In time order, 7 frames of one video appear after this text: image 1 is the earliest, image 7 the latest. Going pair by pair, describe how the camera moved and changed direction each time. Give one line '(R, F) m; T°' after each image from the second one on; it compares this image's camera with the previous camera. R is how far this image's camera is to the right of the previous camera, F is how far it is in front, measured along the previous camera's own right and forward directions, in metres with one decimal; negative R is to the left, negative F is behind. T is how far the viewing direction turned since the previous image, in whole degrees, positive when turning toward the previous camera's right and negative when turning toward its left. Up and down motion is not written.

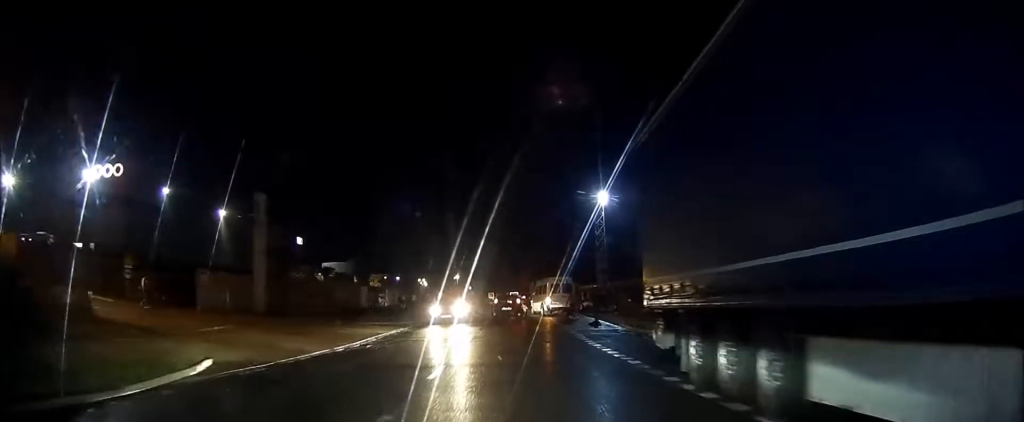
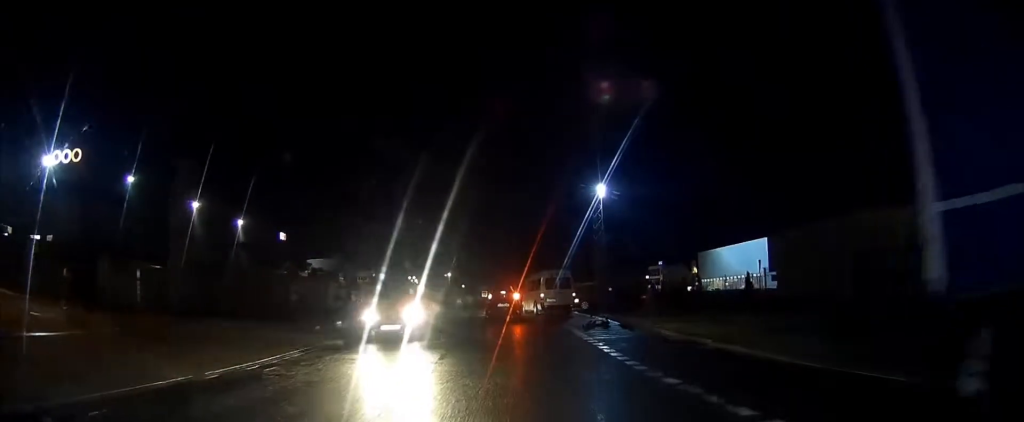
(0.0, +8.2) m; 0°
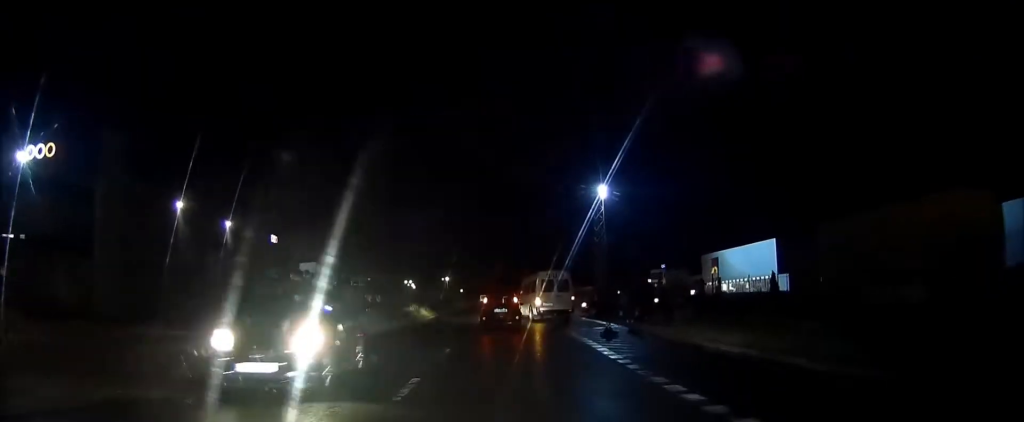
(0.0, +5.2) m; 0°
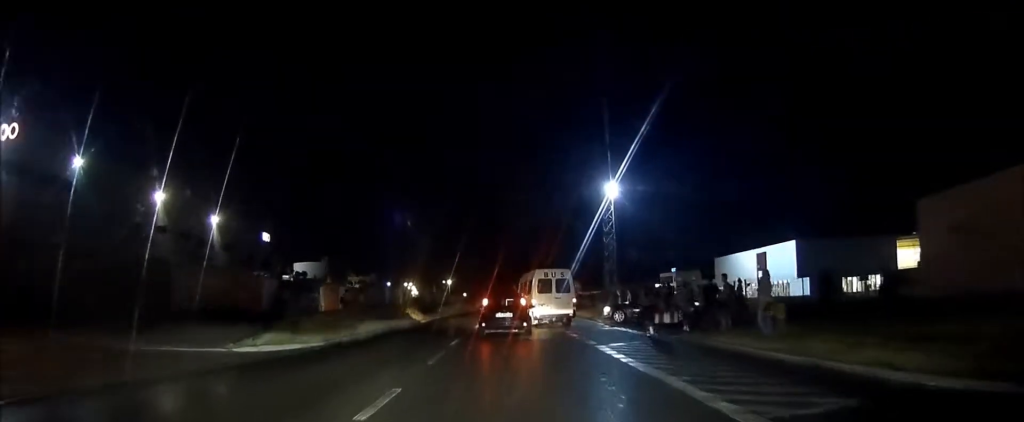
(0.0, +7.9) m; 0°
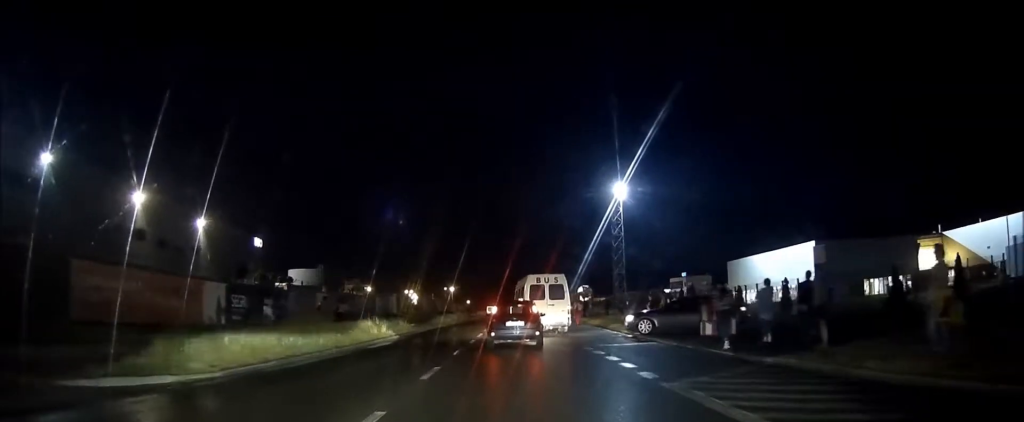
(0.0, +6.7) m; +2°
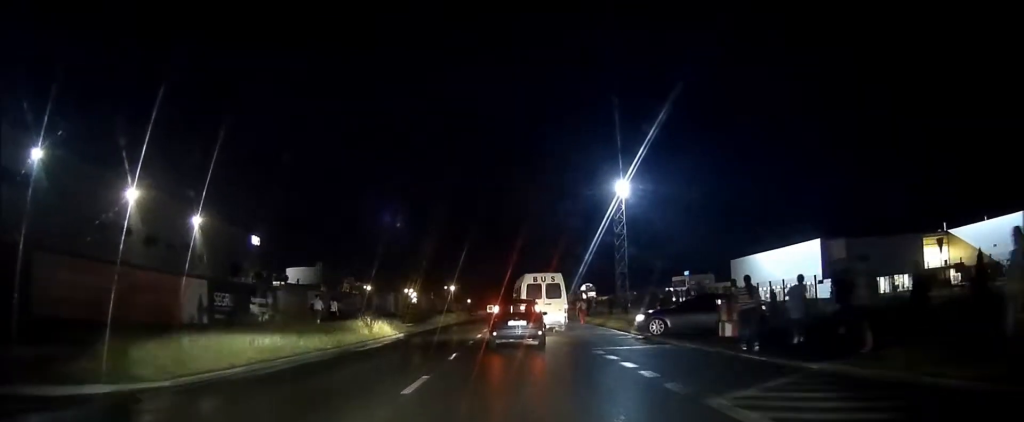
(0.0, +1.8) m; +1°
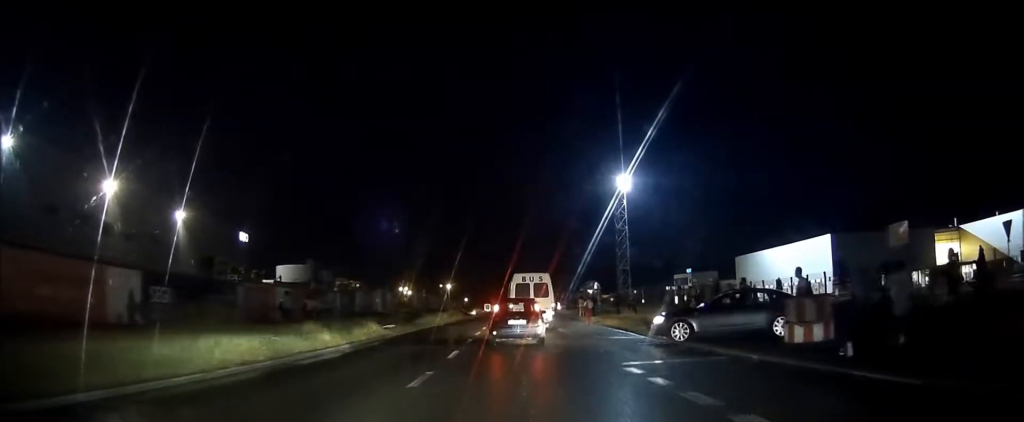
(+0.2, +4.3) m; +2°
